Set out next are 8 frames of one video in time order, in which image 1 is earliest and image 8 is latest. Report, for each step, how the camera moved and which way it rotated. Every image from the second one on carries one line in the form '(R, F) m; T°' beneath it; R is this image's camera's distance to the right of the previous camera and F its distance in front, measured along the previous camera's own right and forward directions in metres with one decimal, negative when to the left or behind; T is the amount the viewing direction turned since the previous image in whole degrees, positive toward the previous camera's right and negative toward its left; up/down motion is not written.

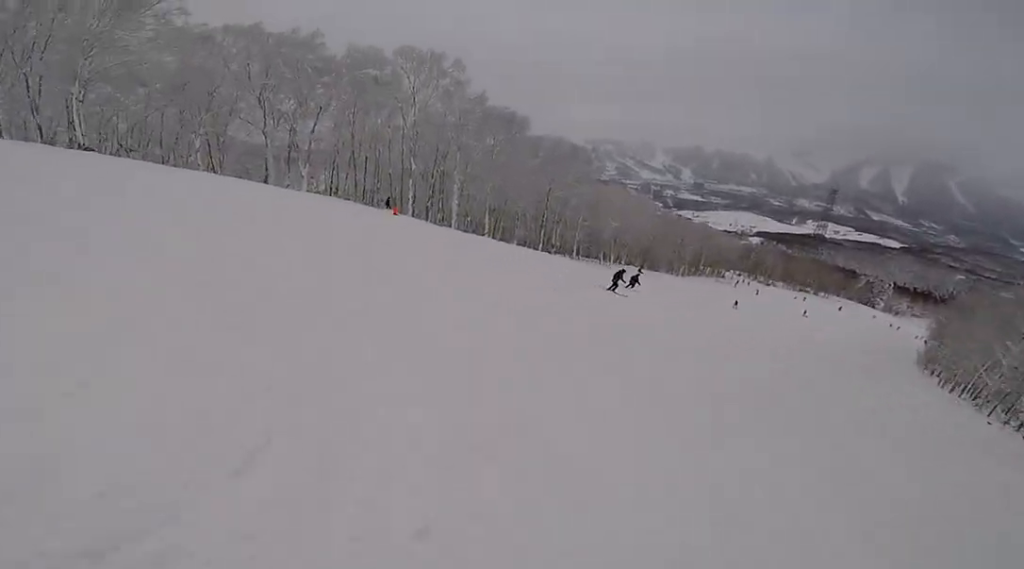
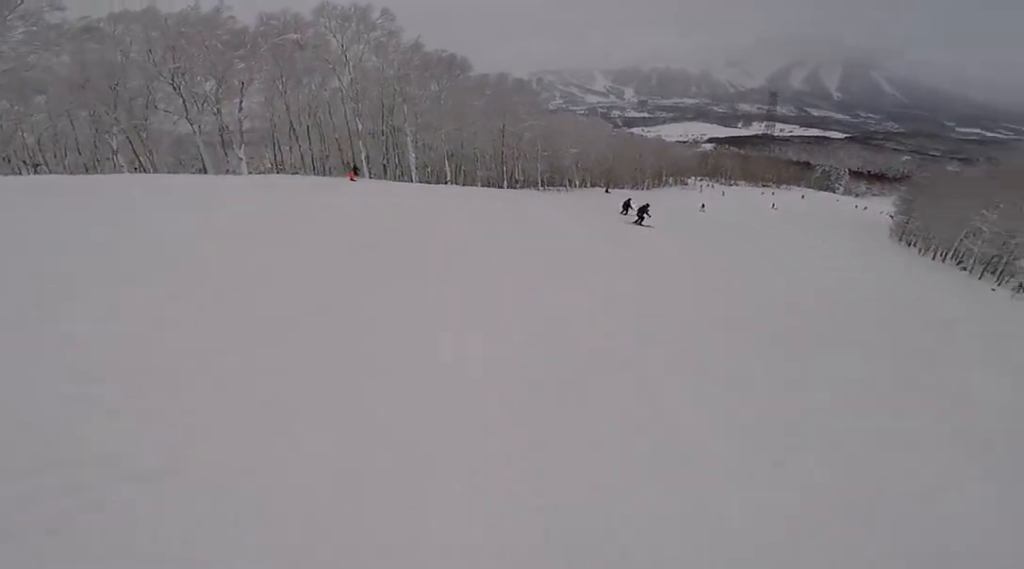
(-0.1, +1.8) m; -1°
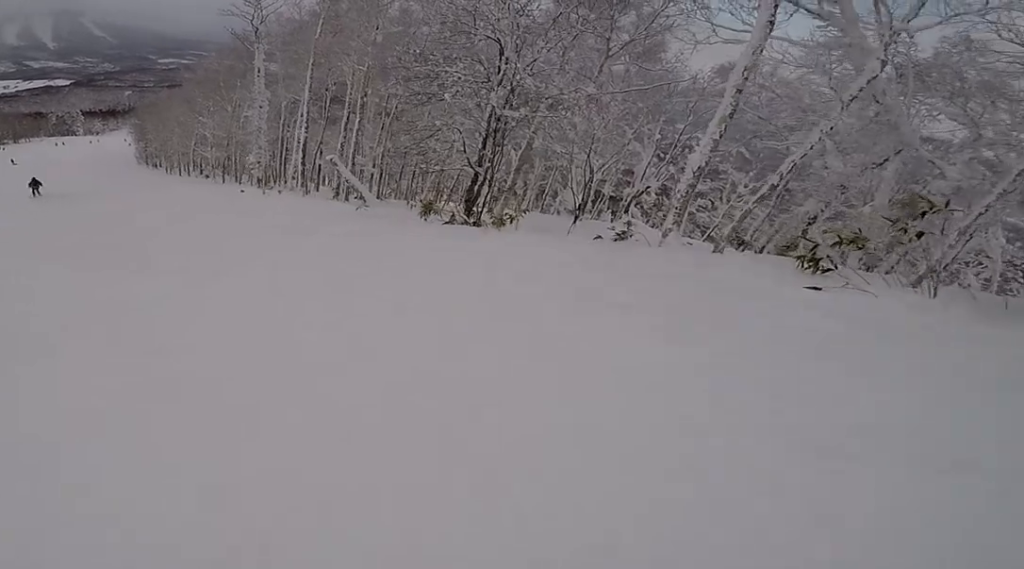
(+4.8, +8.7) m; +57°
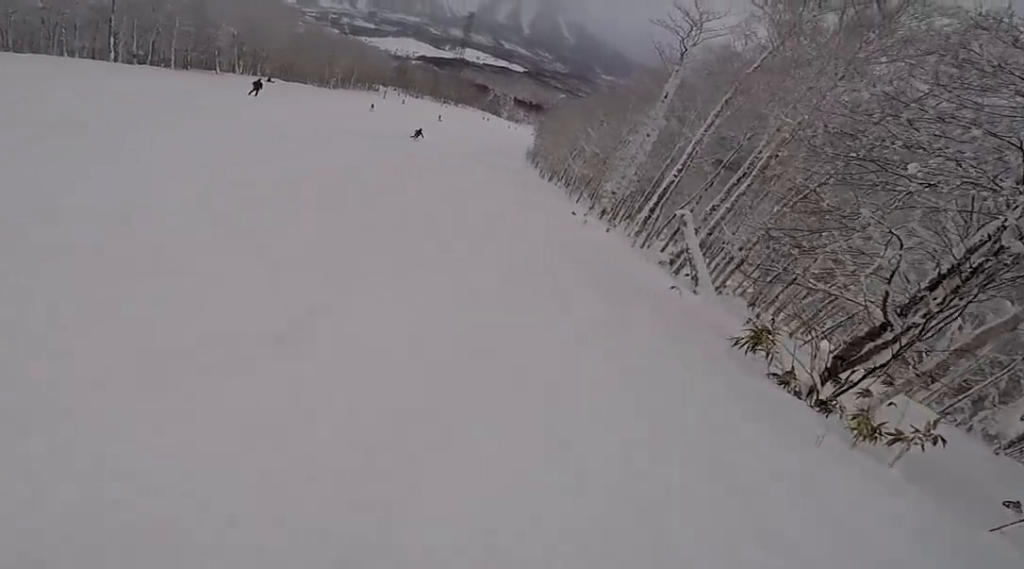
(-0.4, +4.1) m; -15°
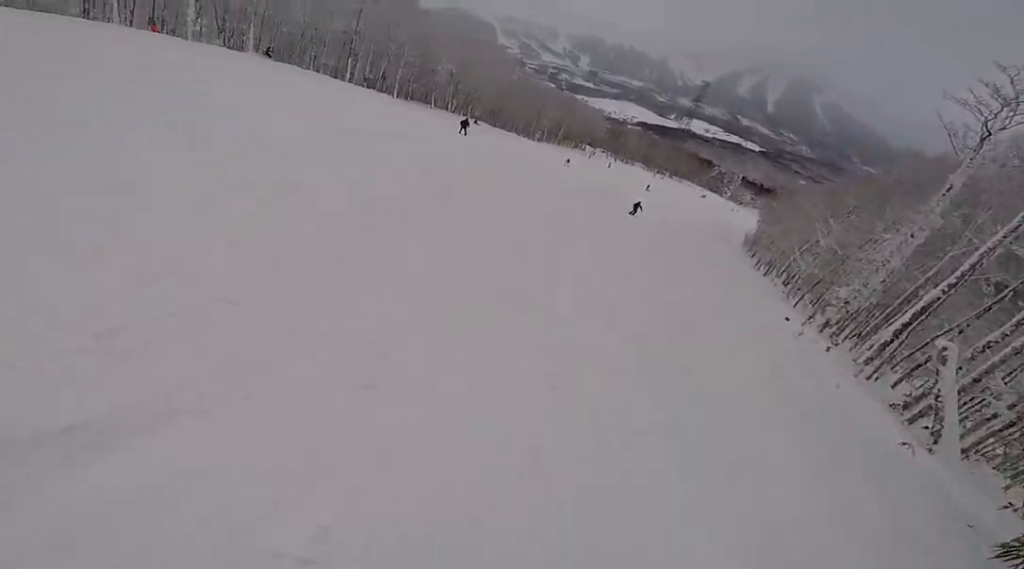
(-0.1, +1.8) m; -12°
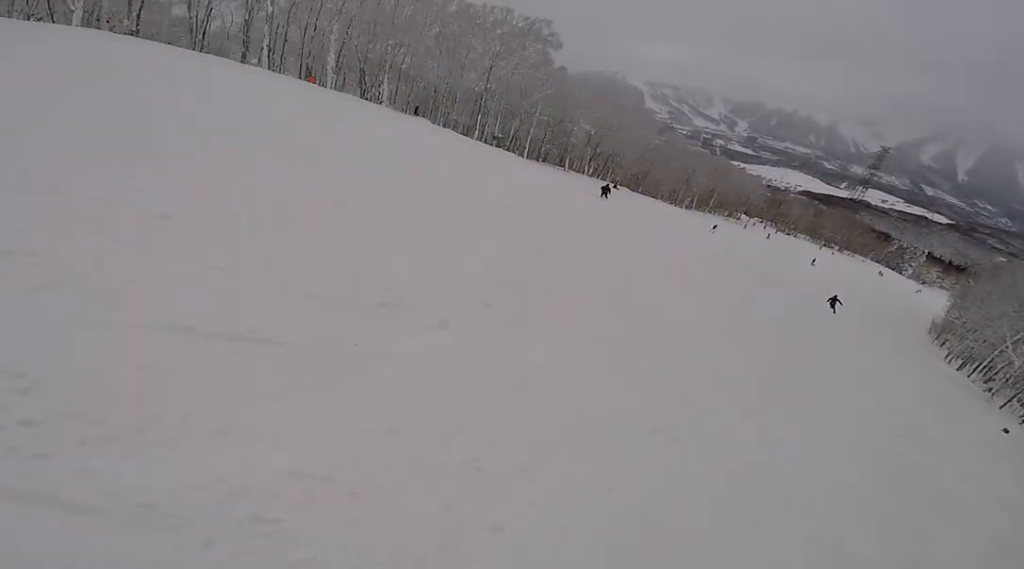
(0.0, +2.1) m; -14°
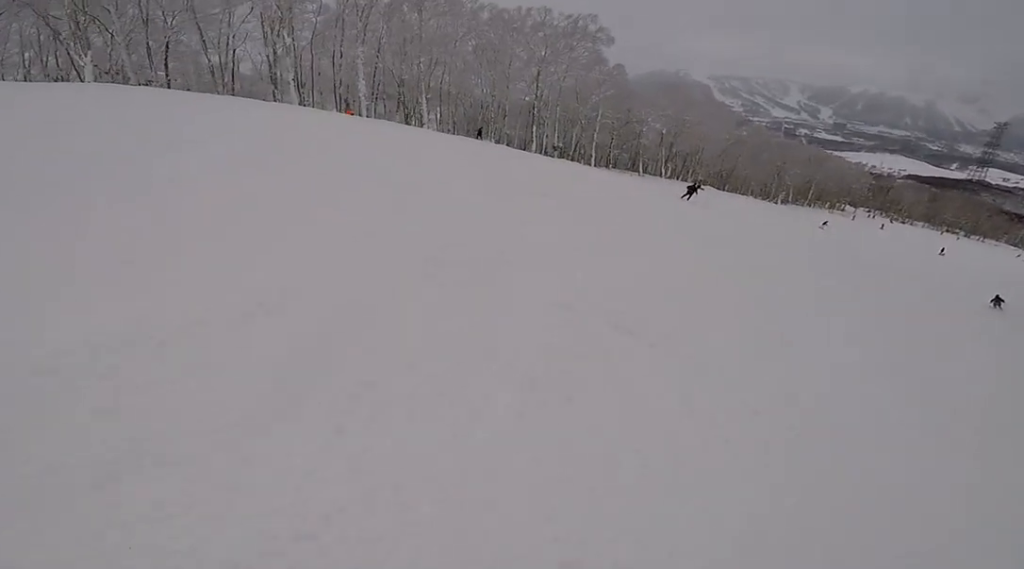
(-0.9, +3.0) m; -17°
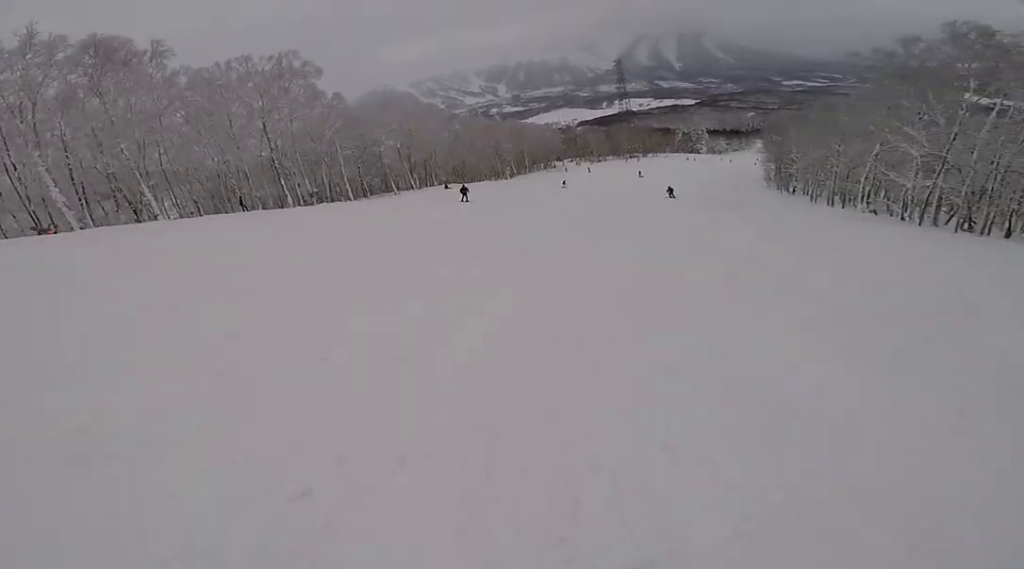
(-0.1, +3.0) m; +2°
